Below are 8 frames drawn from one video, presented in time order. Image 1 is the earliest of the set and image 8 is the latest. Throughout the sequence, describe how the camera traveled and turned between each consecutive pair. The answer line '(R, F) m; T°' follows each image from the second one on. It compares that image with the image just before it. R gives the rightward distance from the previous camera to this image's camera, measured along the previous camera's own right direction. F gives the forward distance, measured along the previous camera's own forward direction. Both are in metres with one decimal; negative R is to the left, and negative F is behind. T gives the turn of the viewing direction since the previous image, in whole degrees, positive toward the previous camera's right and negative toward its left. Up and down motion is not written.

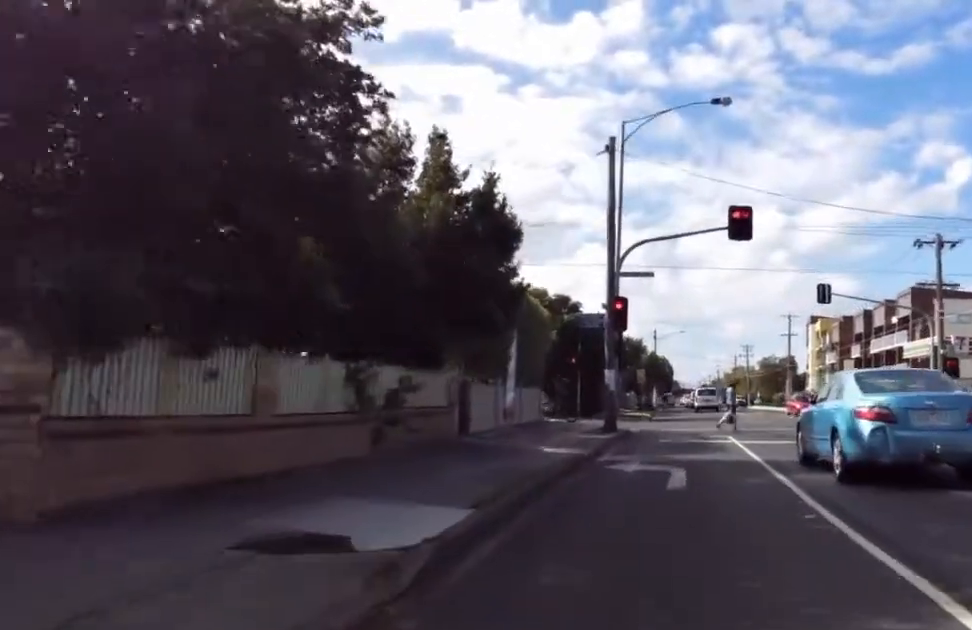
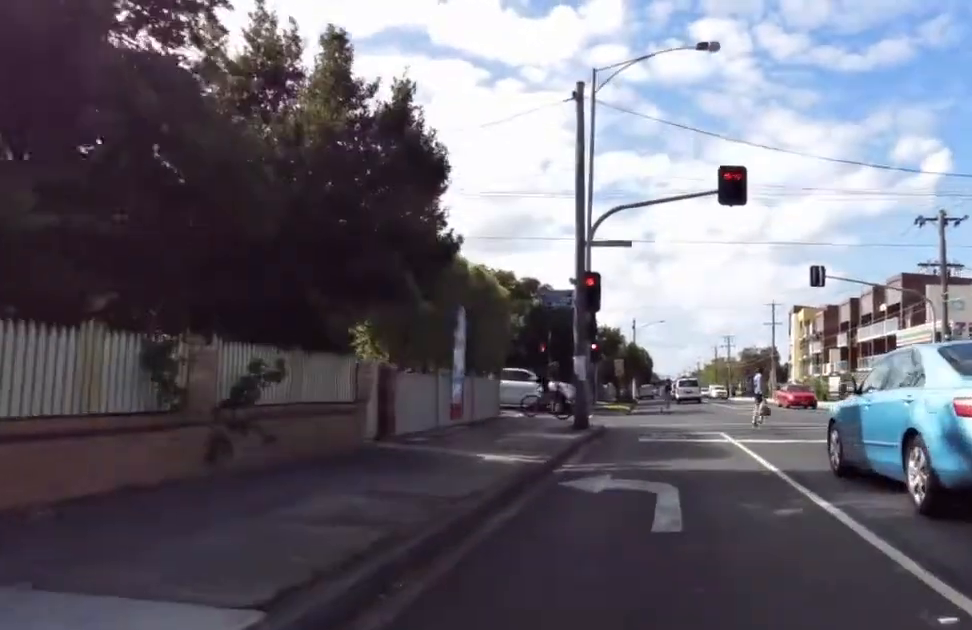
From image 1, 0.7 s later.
(-0.1, +2.9) m; -2°
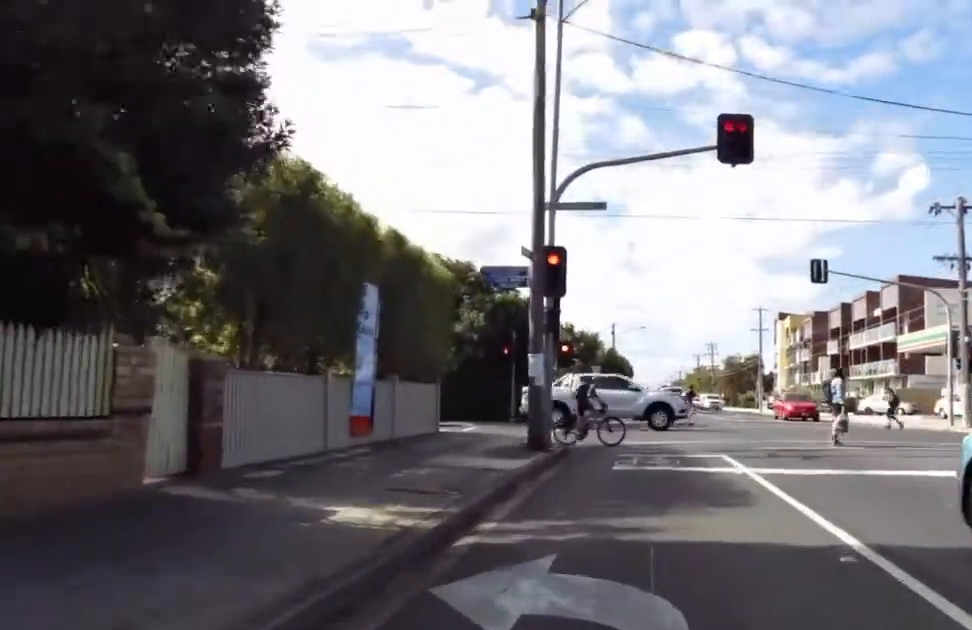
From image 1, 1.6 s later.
(0.0, +4.0) m; 0°
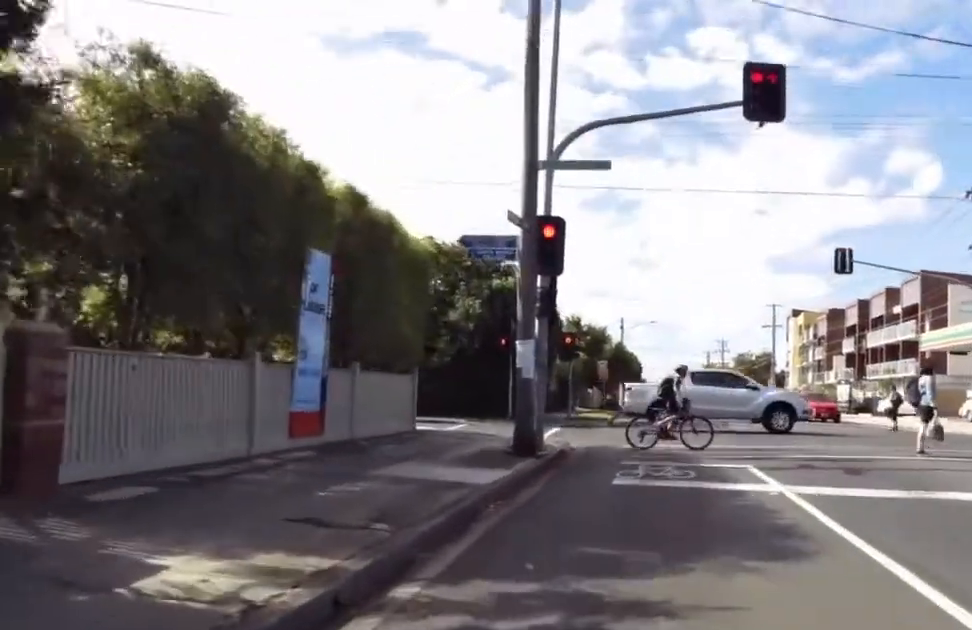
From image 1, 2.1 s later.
(0.0, +1.9) m; 0°
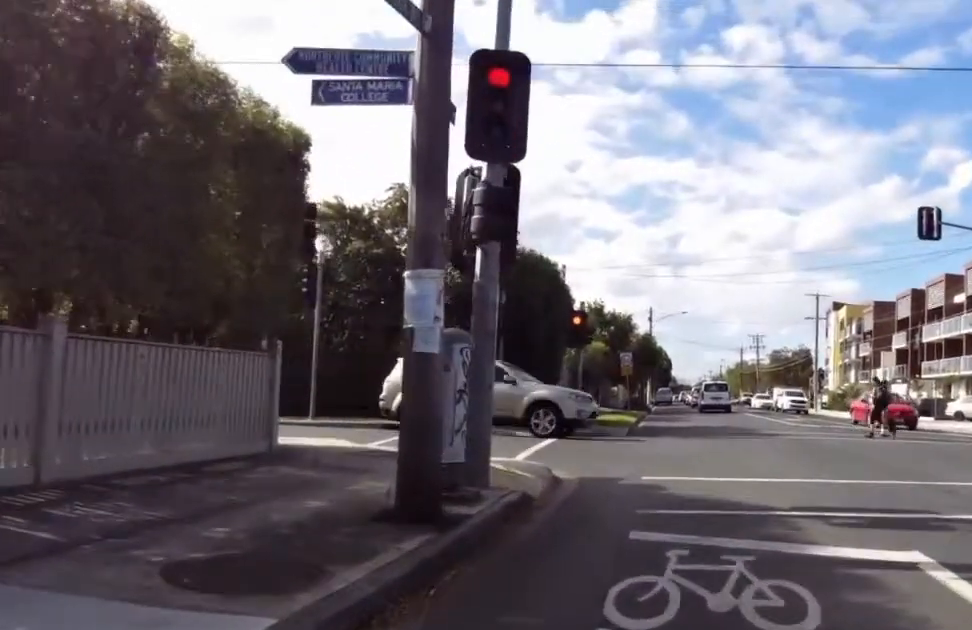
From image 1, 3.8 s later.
(0.0, +4.8) m; 0°
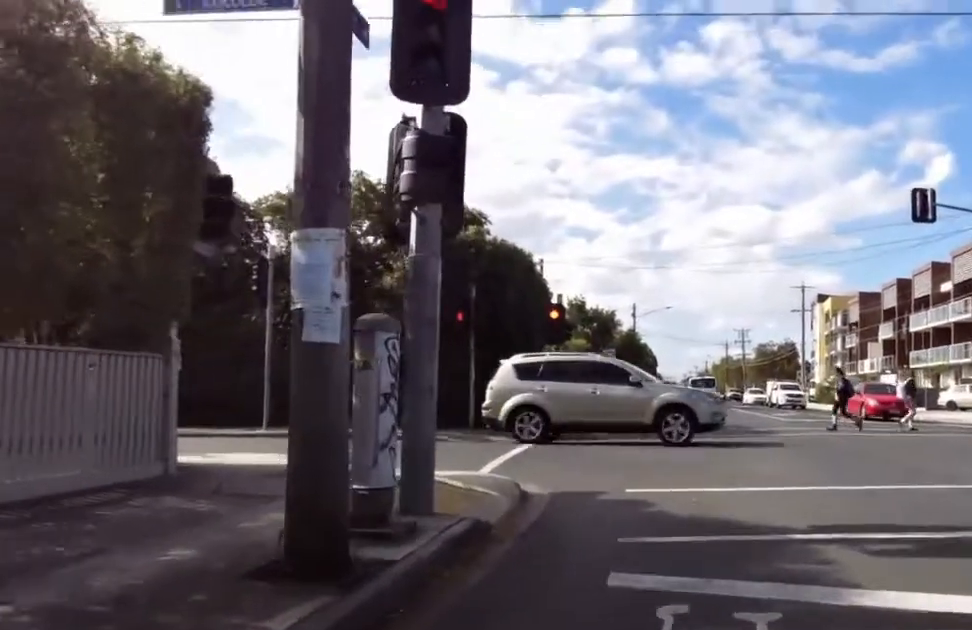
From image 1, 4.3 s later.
(0.0, +0.9) m; 0°
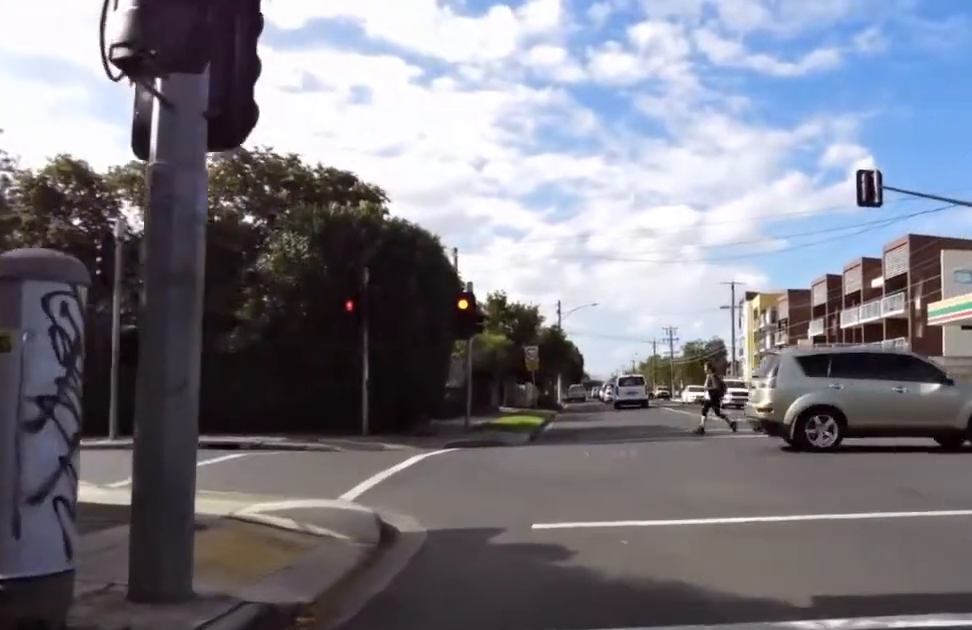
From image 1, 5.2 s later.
(0.0, +1.1) m; 0°
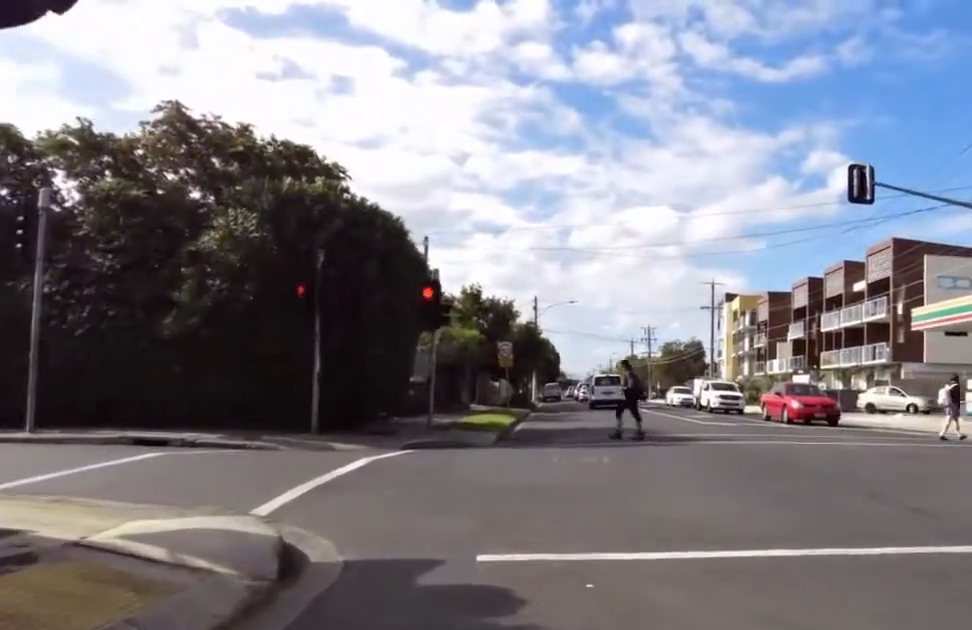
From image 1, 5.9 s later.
(0.0, +0.5) m; 0°
